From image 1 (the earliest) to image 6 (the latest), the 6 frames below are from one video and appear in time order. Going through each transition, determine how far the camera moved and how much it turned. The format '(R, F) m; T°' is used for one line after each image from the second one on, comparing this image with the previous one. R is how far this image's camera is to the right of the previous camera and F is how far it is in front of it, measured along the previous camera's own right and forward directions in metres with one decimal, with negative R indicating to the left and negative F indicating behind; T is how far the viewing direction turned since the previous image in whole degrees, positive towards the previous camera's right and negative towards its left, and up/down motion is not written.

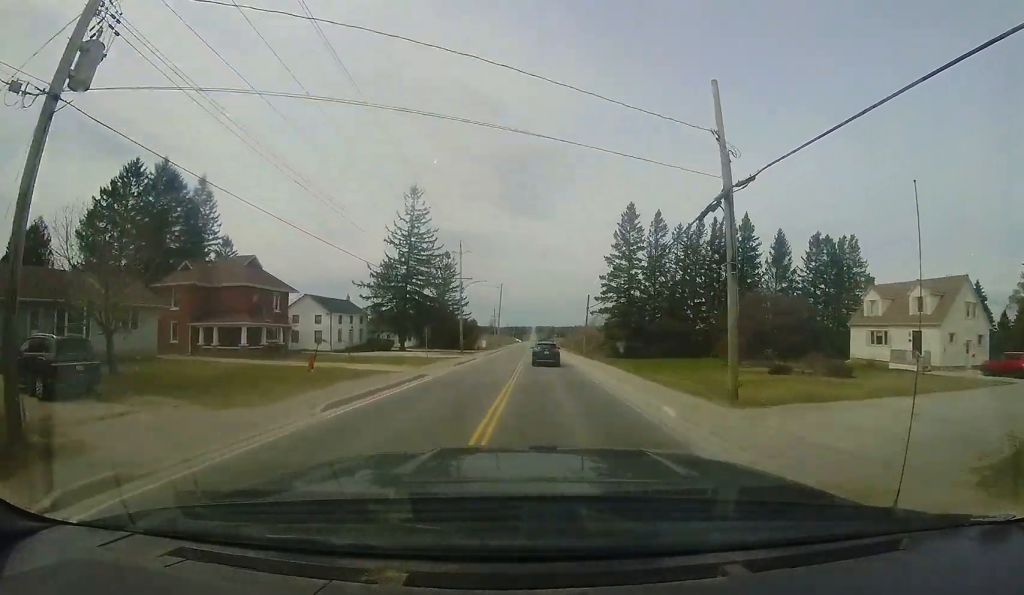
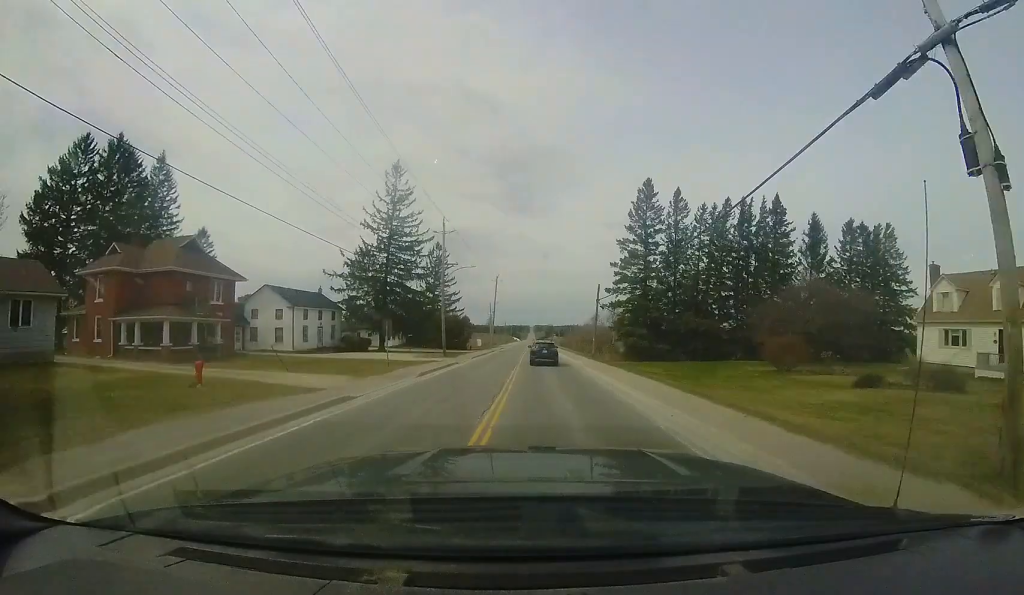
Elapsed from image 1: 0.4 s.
(+0.1, +7.3) m; 0°
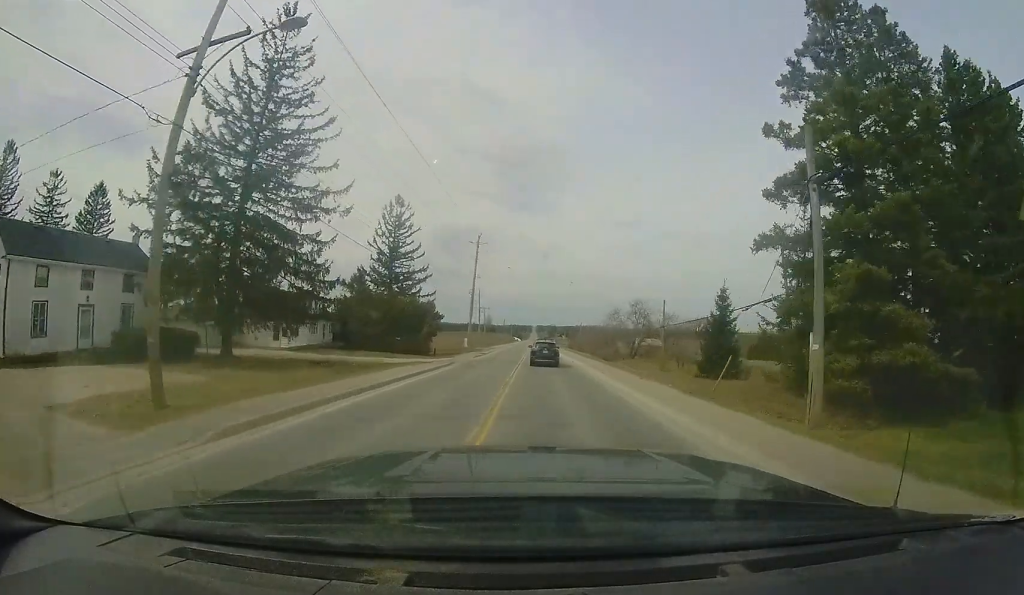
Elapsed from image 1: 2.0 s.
(-0.3, +27.8) m; -1°
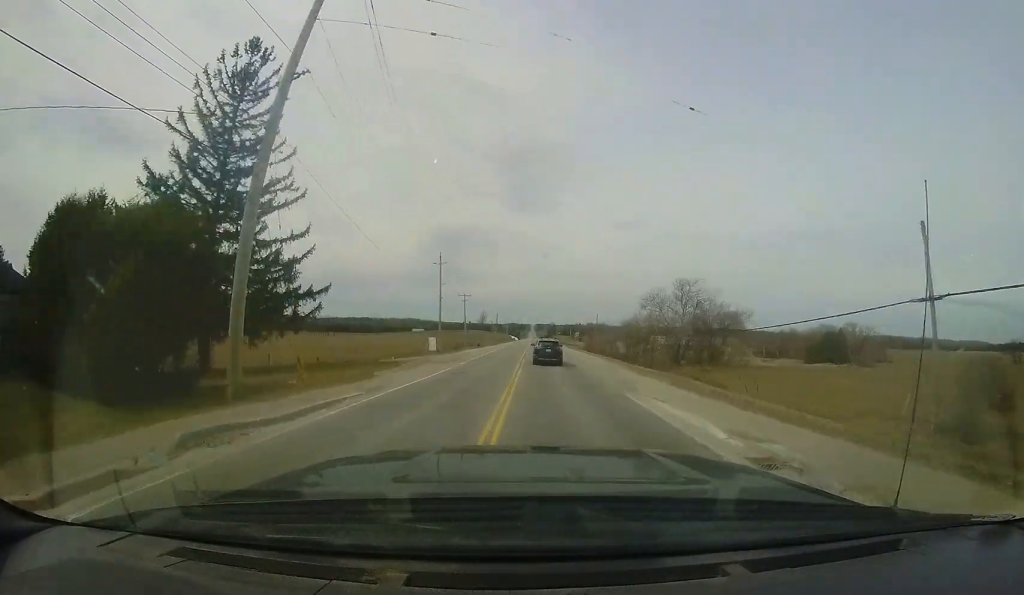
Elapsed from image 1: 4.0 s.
(-0.4, +35.0) m; -2°
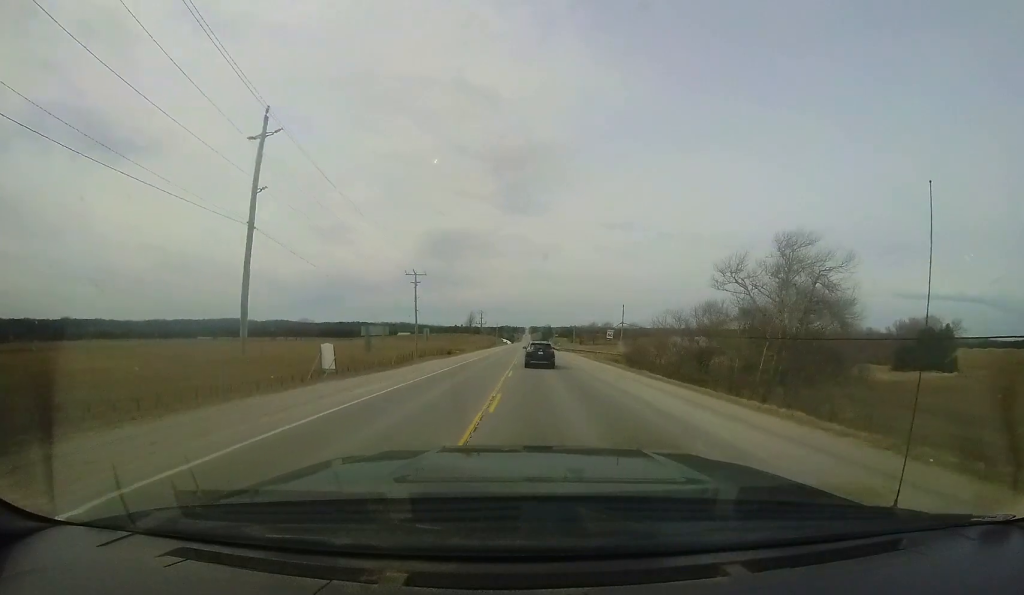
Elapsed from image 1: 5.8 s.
(+0.5, +33.8) m; +2°
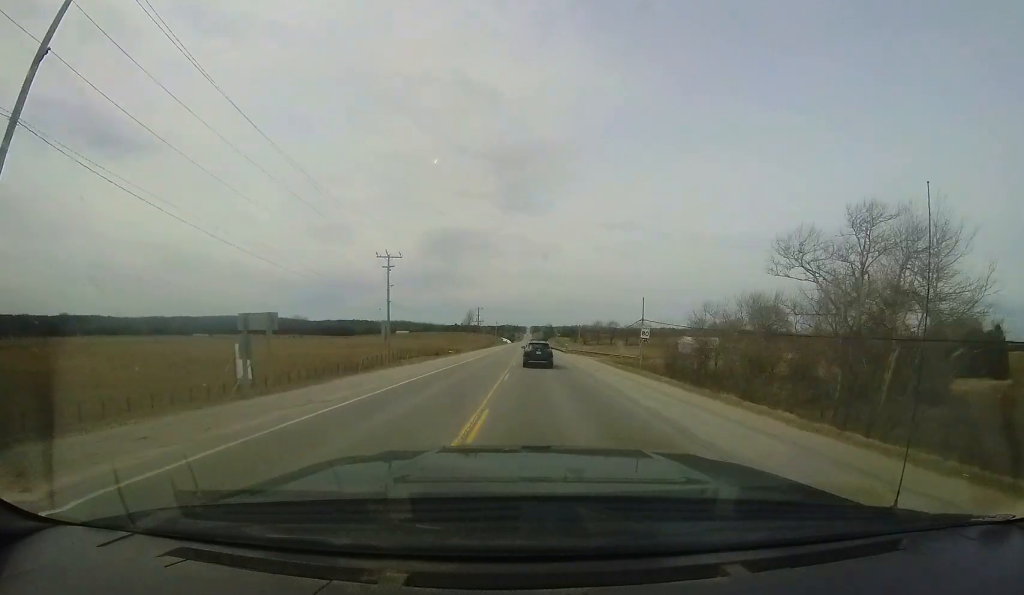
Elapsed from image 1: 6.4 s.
(+0.1, +11.4) m; 0°
